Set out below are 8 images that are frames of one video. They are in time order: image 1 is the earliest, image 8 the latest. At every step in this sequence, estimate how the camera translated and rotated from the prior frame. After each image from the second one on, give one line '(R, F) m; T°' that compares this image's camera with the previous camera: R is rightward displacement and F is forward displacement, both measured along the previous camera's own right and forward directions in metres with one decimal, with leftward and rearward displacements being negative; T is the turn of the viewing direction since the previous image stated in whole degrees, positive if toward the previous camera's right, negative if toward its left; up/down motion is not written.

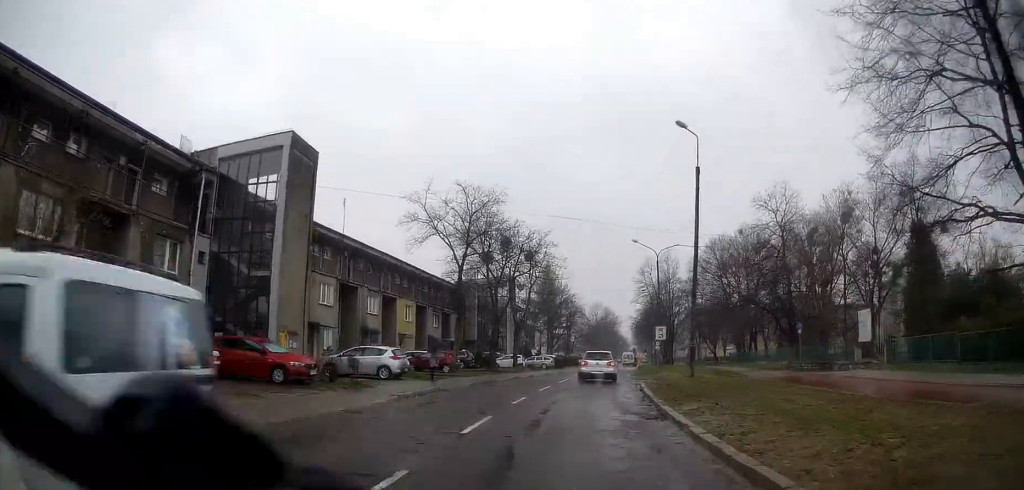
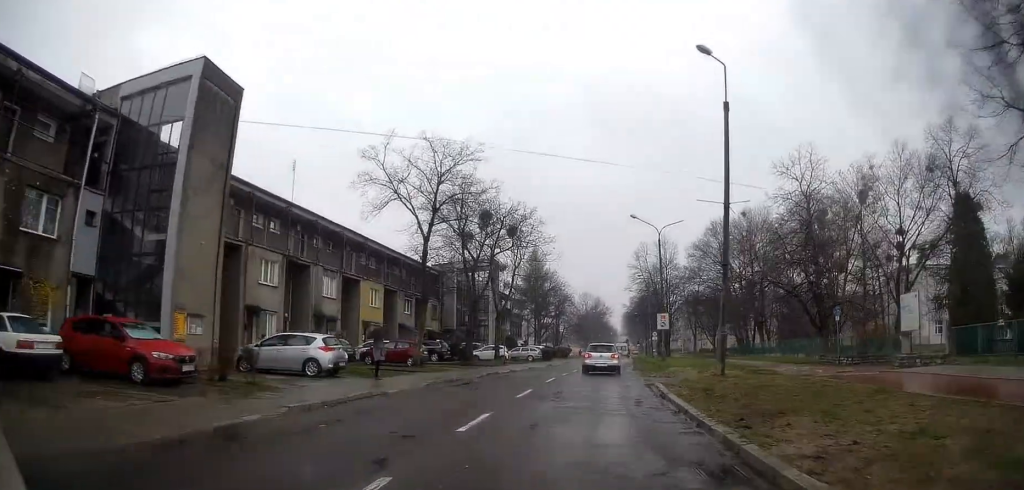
(0.0, +7.0) m; 0°
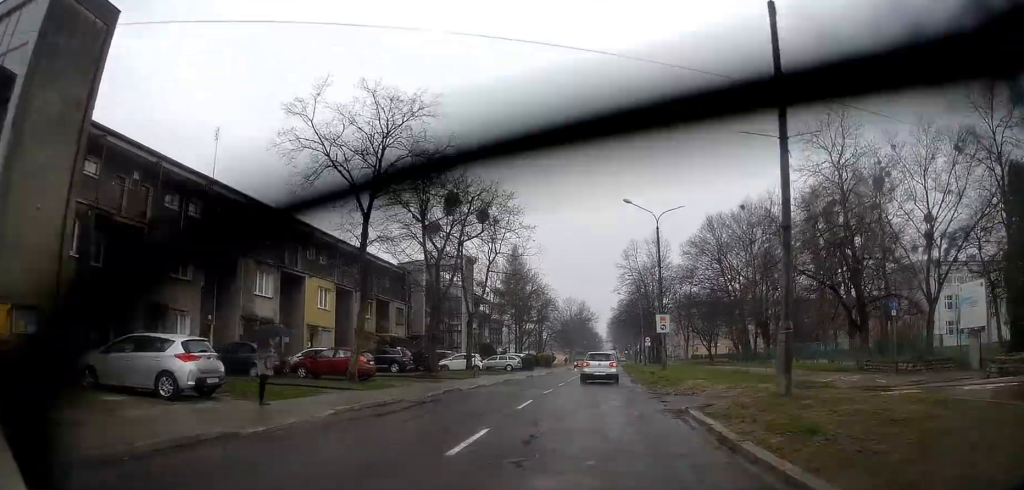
(-0.2, +7.4) m; +1°
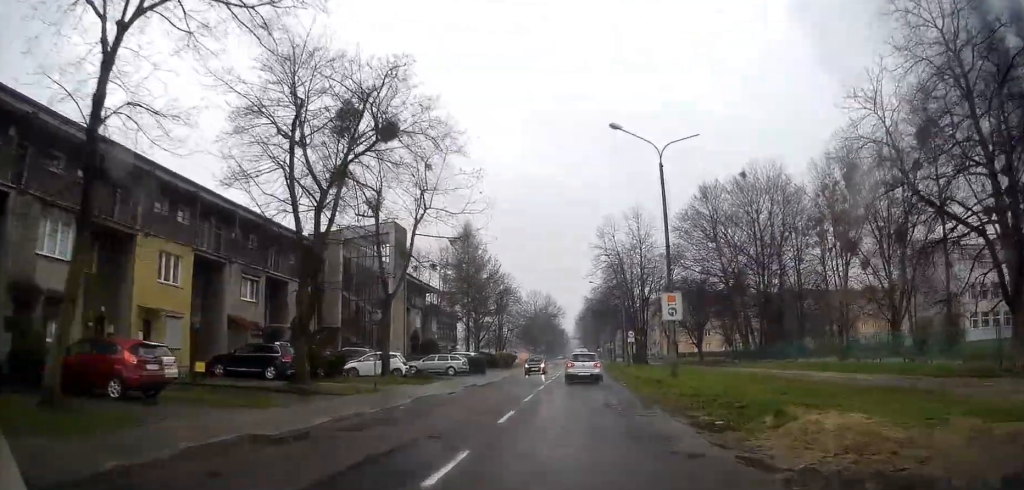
(+0.6, +14.3) m; +3°
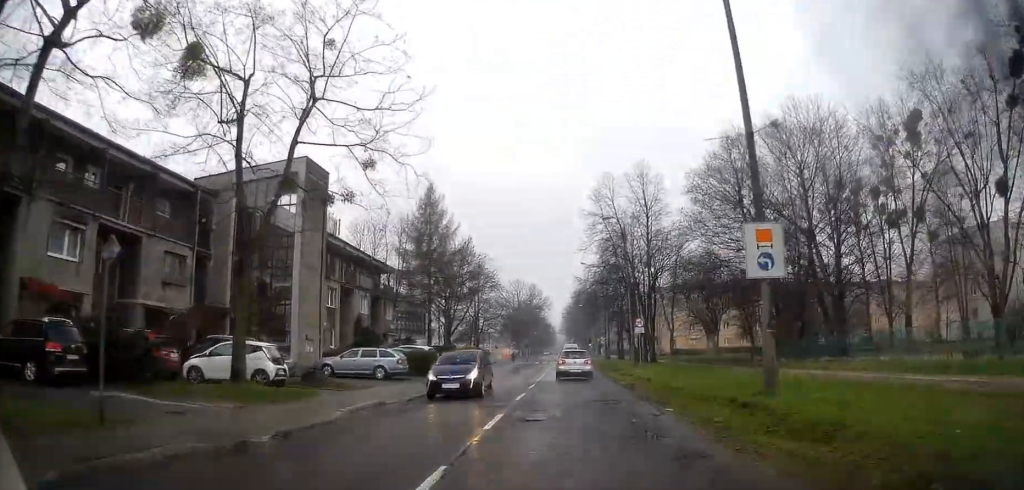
(0.0, +14.1) m; +2°
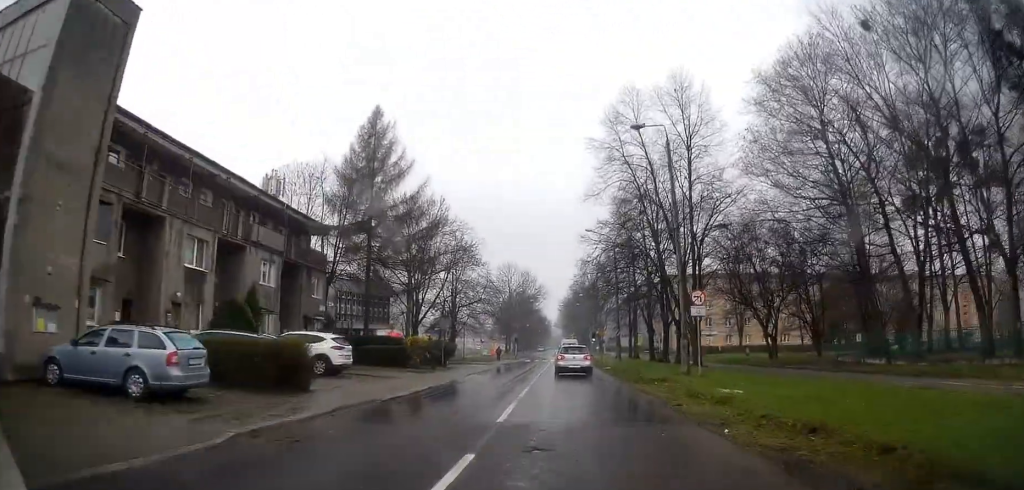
(+0.5, +16.9) m; +1°
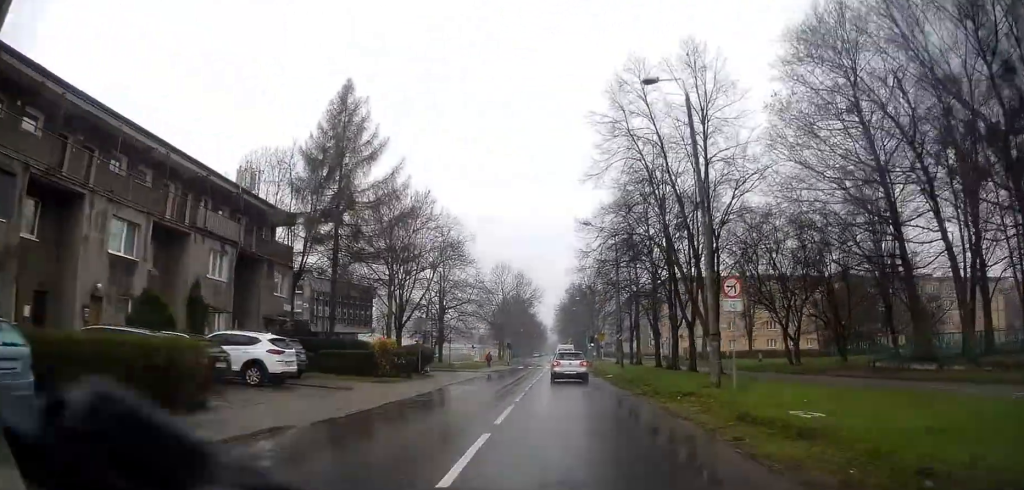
(-0.1, +5.0) m; 0°
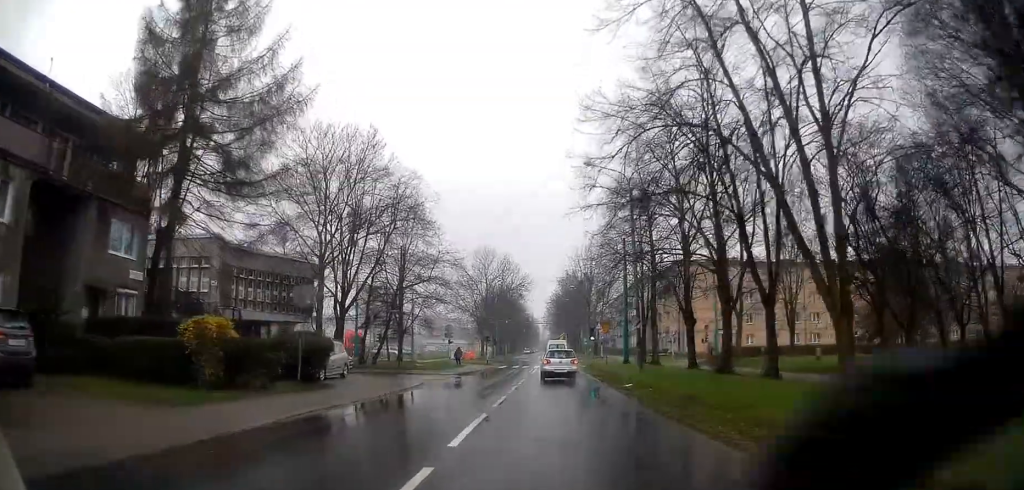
(+0.2, +14.0) m; +1°
